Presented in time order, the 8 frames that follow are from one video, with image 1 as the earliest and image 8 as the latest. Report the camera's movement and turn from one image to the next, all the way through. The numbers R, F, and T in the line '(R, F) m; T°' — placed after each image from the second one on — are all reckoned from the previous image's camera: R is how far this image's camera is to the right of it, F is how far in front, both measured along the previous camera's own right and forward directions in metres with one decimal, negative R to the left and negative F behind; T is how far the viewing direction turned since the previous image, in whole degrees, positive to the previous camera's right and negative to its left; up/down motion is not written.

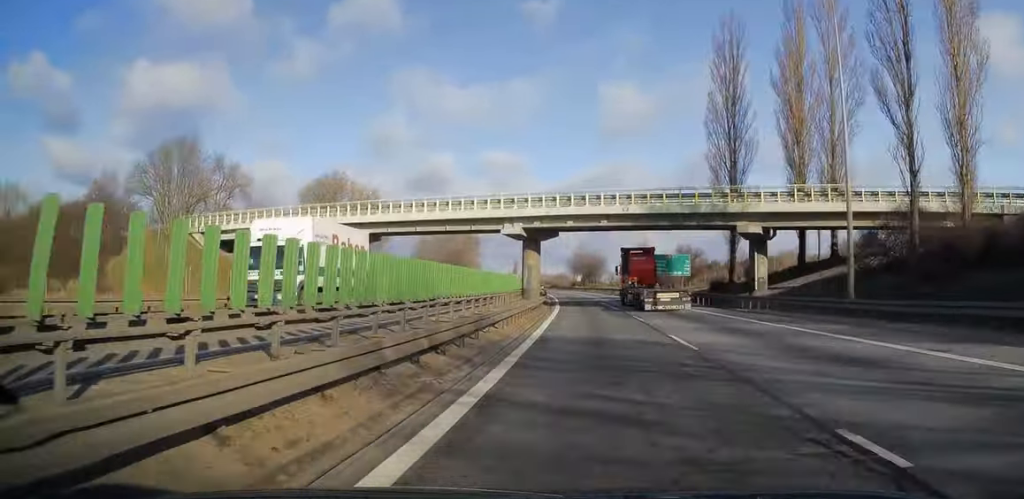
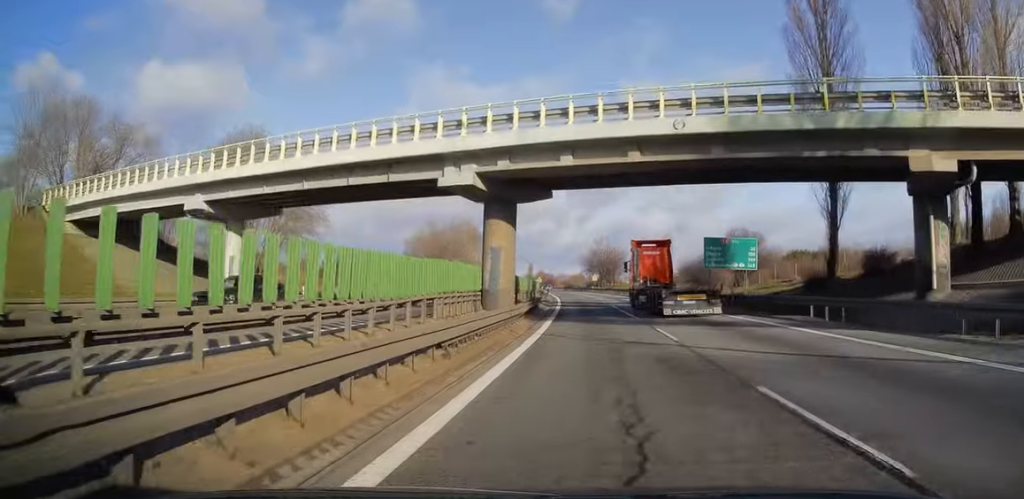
(-0.4, +21.7) m; -1°
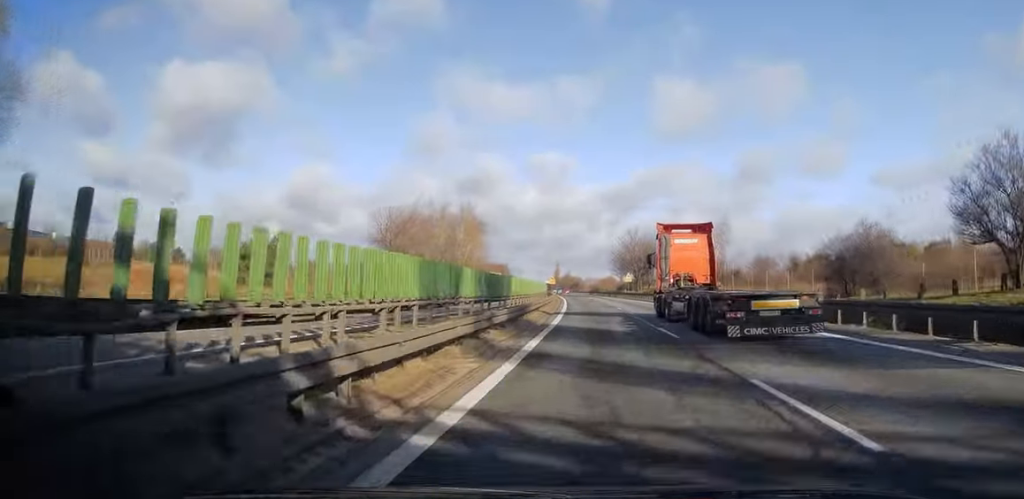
(-0.8, +36.1) m; -2°
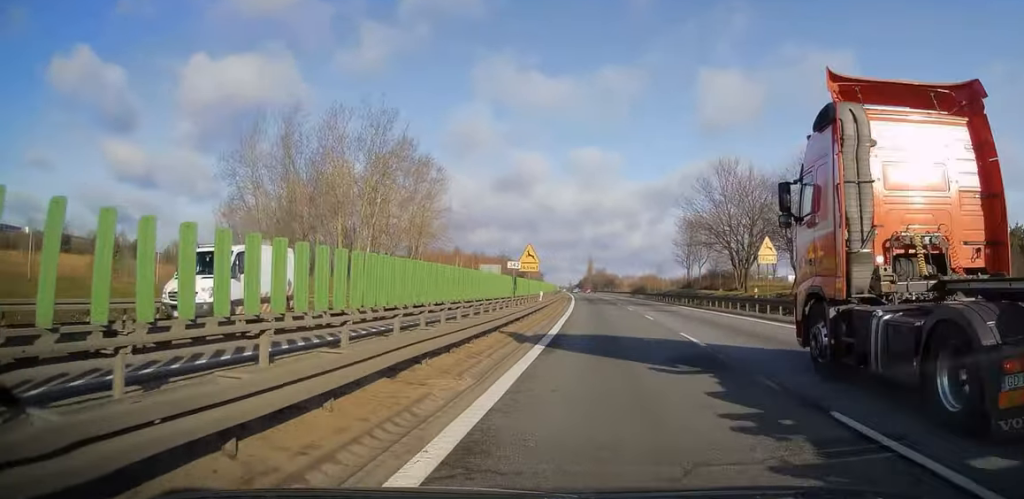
(-2.2, +63.9) m; -3°
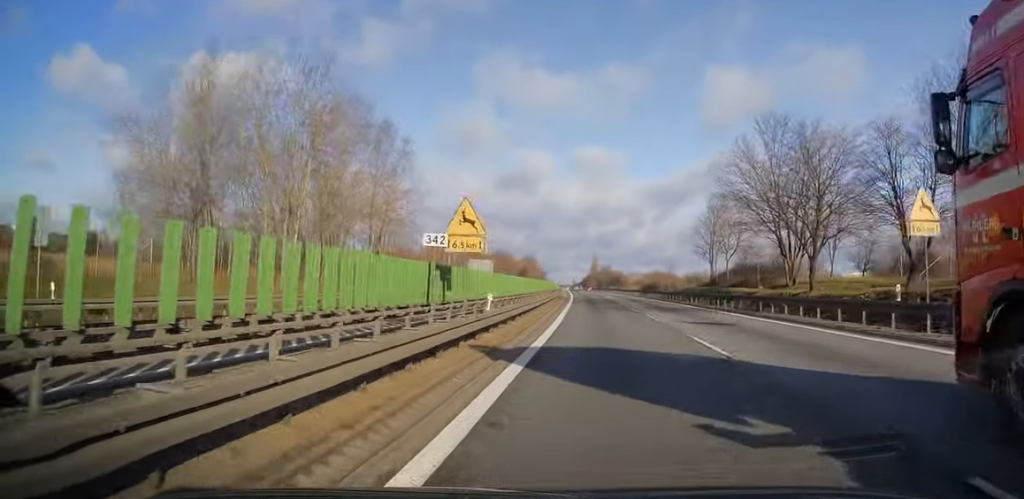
(-0.1, +15.0) m; 0°
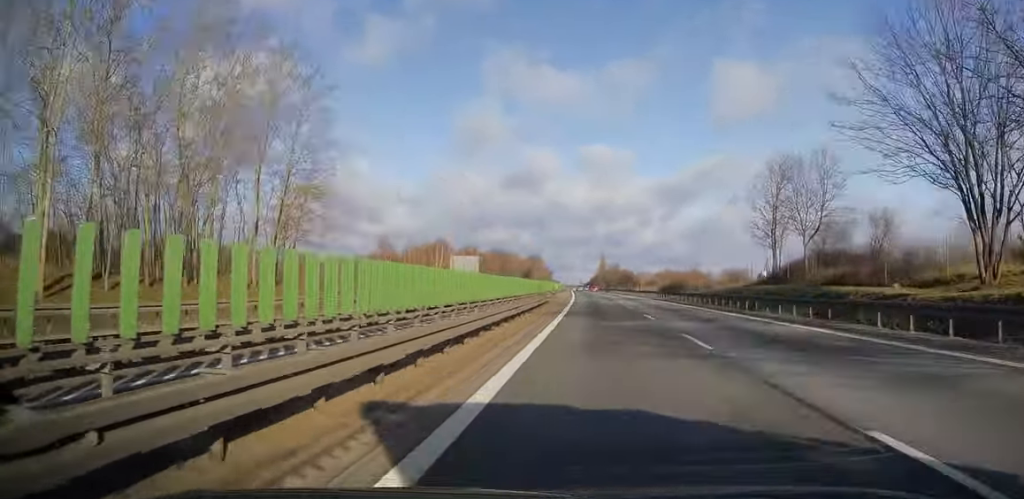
(-0.1, +23.3) m; -1°
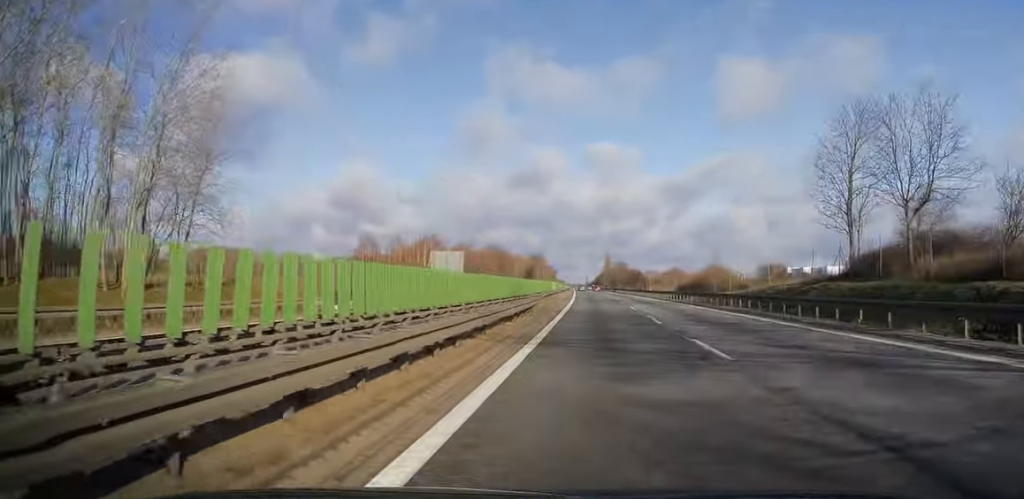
(0.0, +14.9) m; -1°
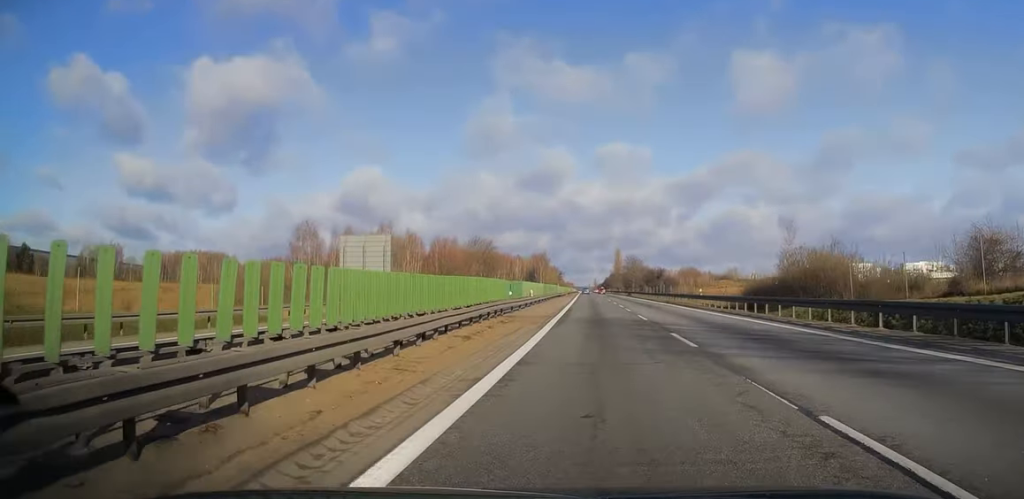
(-0.5, +34.0) m; -1°
